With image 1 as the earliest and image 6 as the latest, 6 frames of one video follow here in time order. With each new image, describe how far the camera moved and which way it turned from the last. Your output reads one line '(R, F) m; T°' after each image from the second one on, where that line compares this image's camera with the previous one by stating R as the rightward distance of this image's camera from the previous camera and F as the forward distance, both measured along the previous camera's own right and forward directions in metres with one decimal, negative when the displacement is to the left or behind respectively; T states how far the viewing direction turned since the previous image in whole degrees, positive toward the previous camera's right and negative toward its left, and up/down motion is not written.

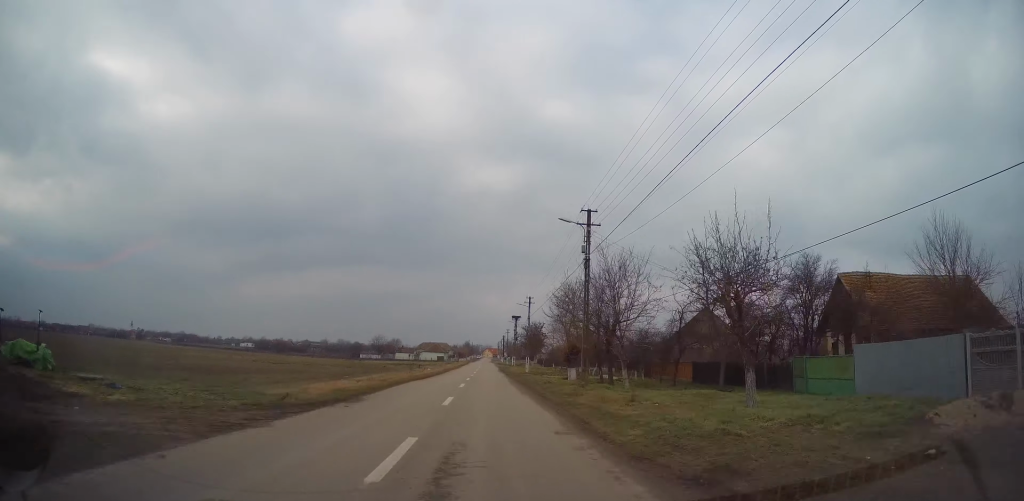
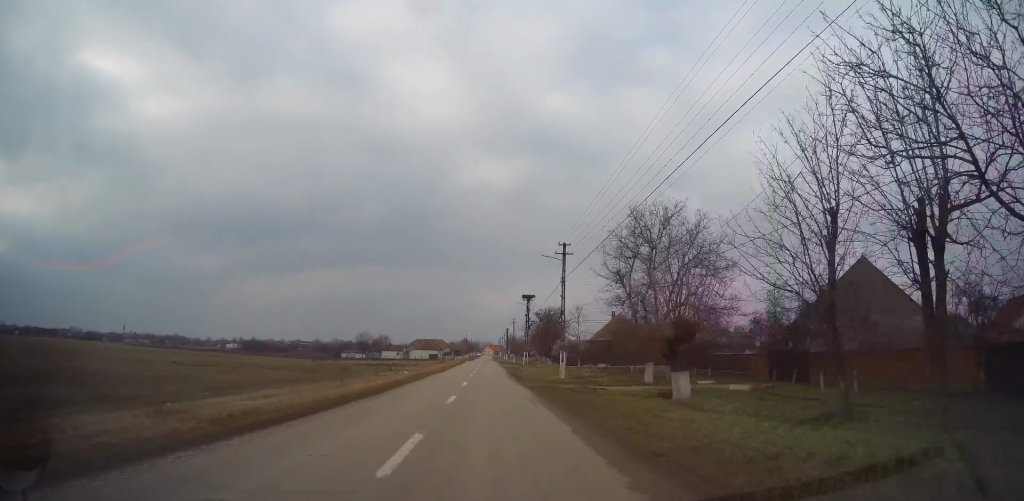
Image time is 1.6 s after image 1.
(-0.1, +26.6) m; -2°
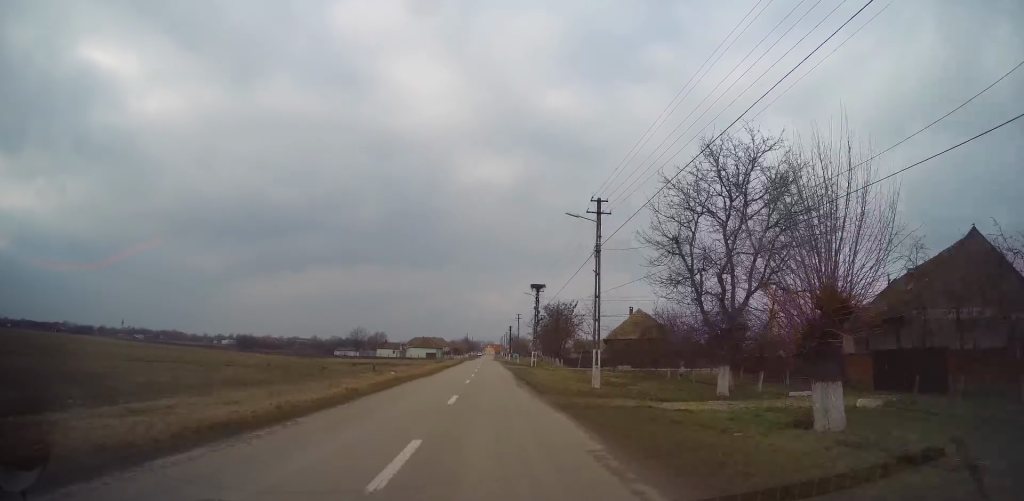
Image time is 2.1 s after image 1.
(-0.4, +9.7) m; 0°
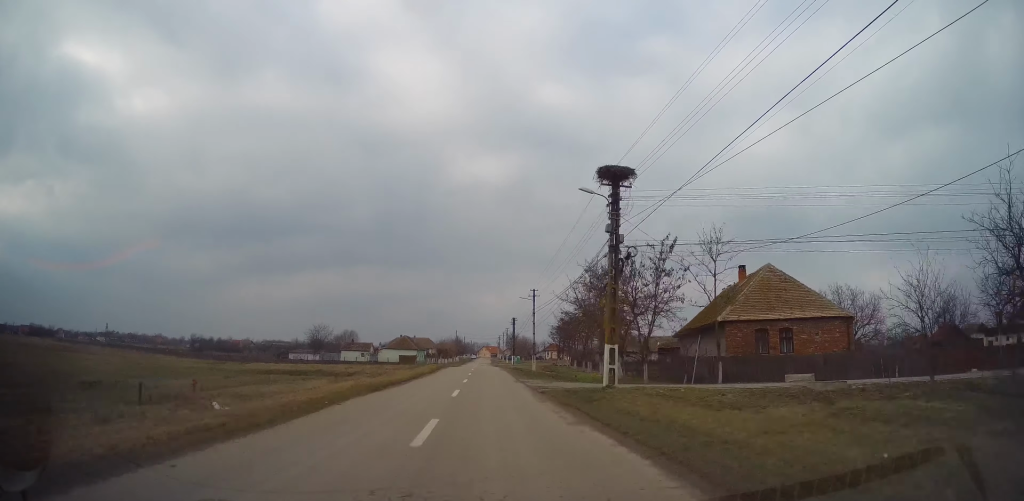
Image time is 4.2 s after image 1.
(+0.8, +35.3) m; +3°
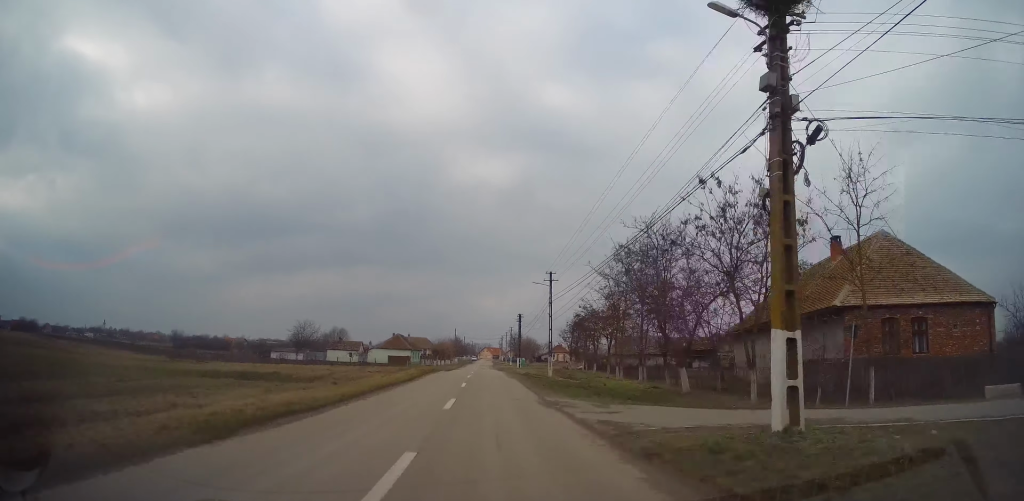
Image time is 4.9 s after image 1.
(+0.1, +12.2) m; 0°
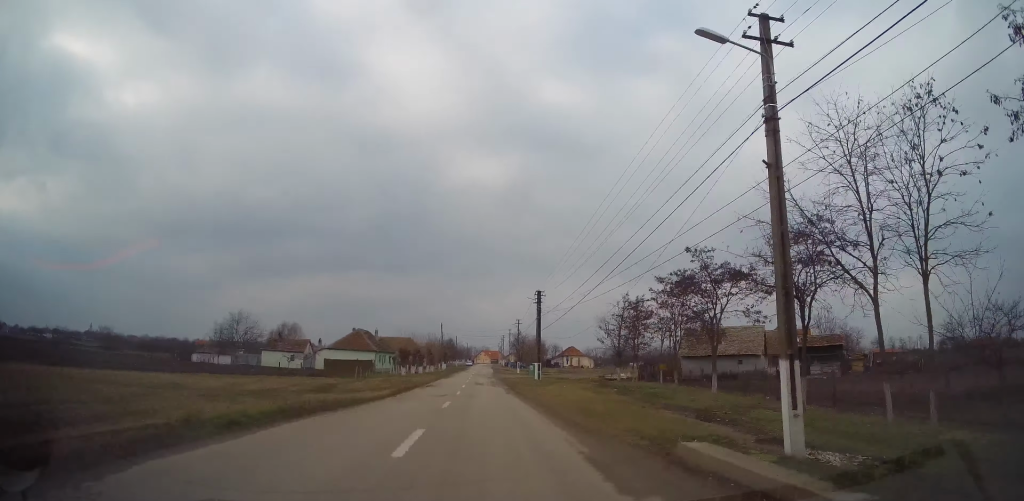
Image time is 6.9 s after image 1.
(-0.5, +32.9) m; -2°
